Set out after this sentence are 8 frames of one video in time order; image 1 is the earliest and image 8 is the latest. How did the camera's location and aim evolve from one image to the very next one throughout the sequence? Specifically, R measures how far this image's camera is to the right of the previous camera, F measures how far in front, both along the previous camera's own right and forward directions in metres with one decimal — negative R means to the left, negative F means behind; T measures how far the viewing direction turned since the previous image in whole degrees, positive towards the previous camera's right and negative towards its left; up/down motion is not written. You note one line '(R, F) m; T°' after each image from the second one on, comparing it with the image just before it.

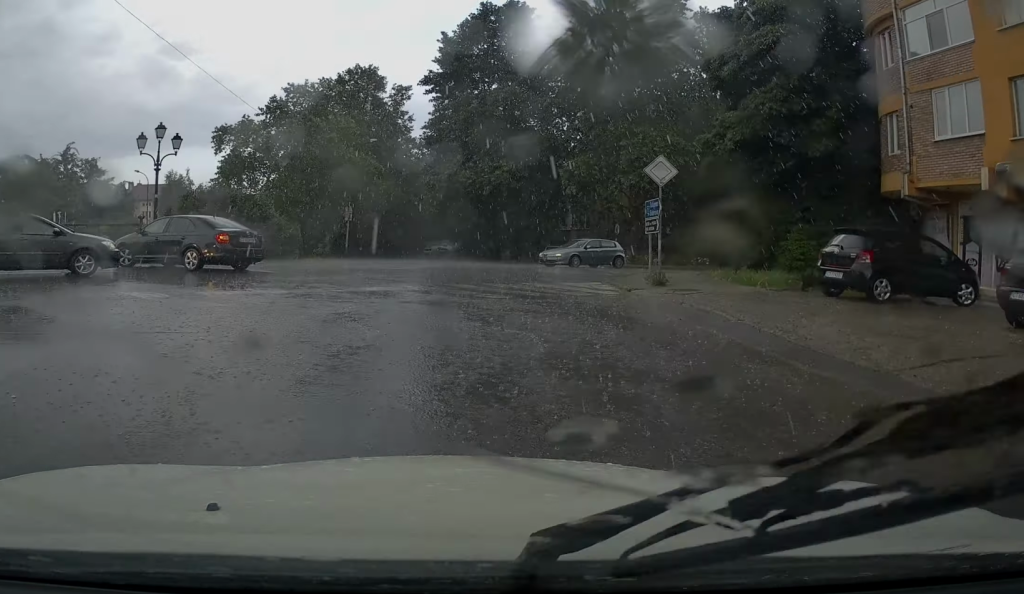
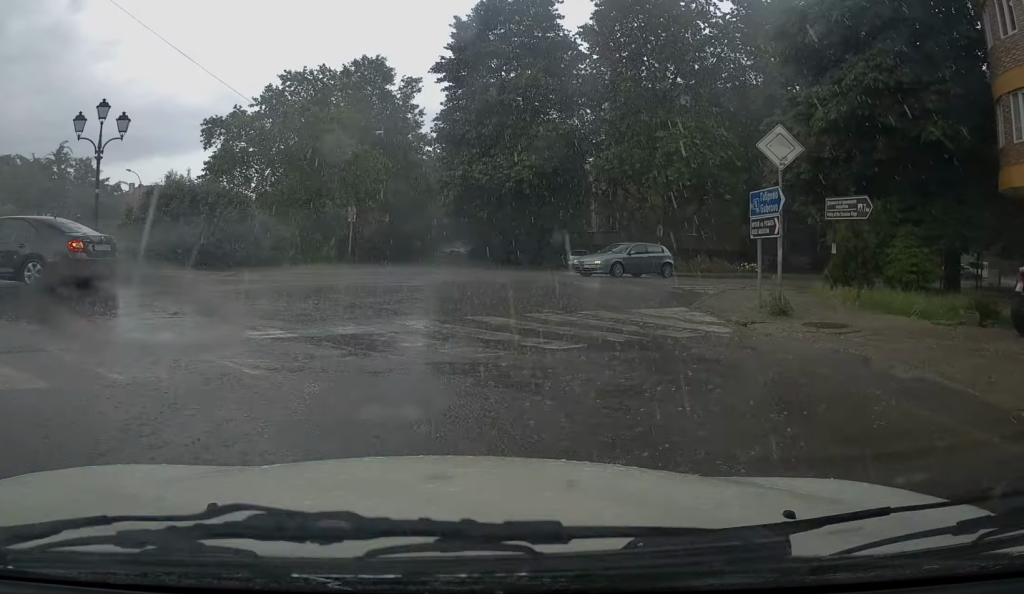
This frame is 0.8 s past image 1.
(-0.1, +5.8) m; -4°
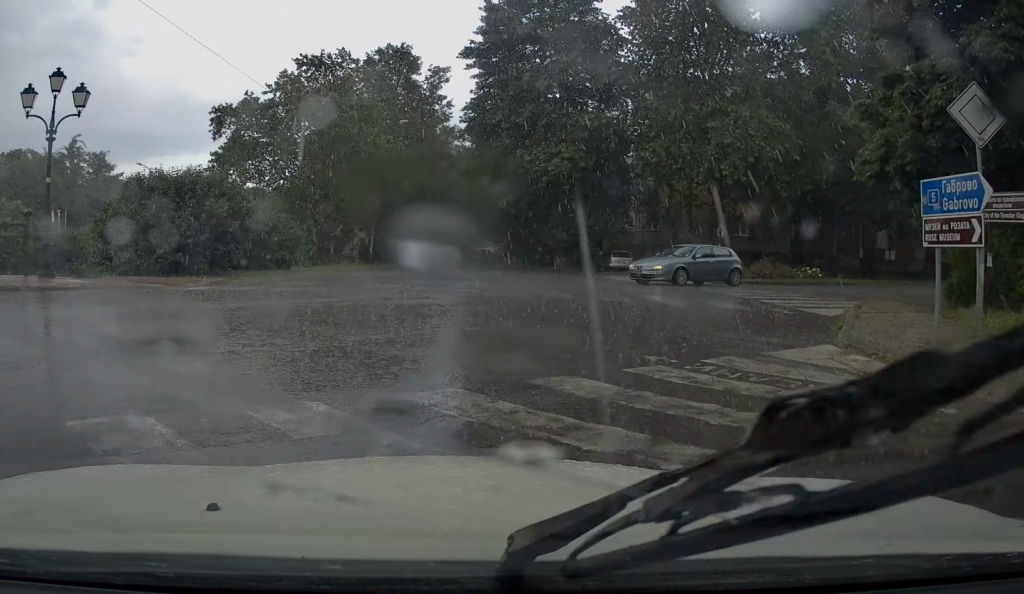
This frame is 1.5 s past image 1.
(-0.1, +4.6) m; -5°
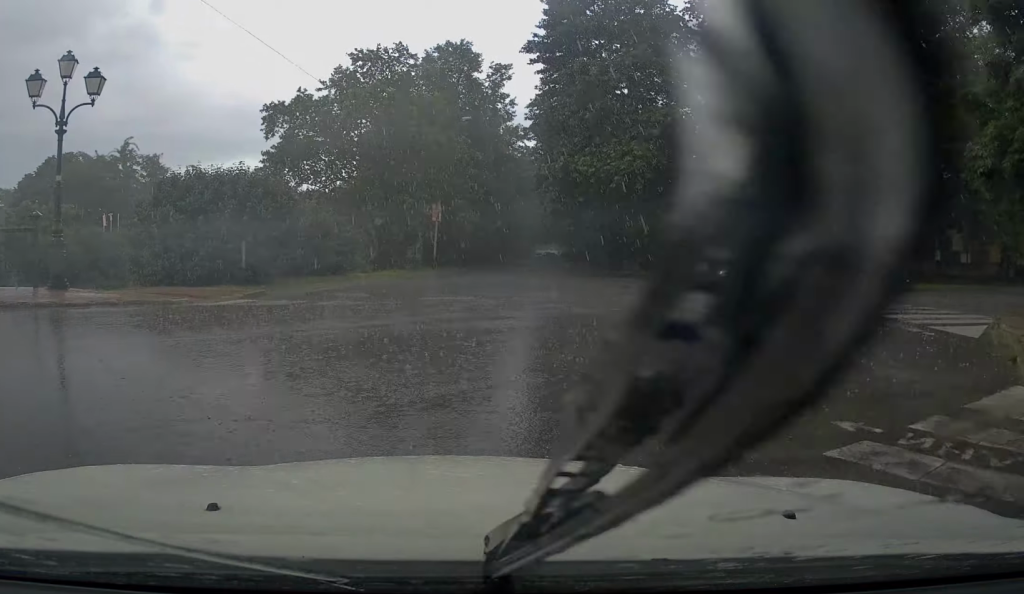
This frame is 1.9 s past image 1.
(-0.1, +2.5) m; -4°
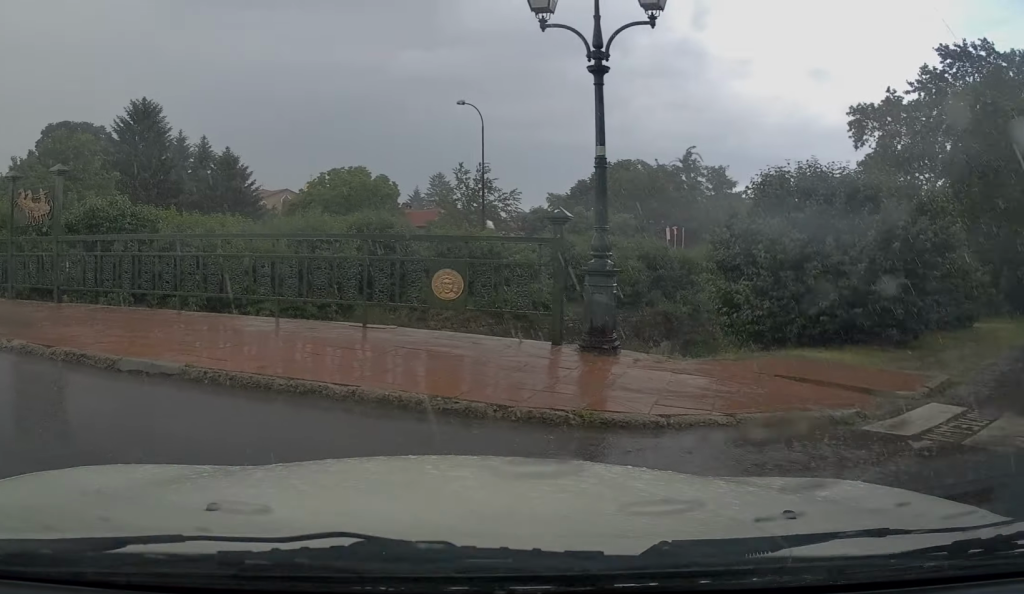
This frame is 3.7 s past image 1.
(-1.9, +6.9) m; -48°
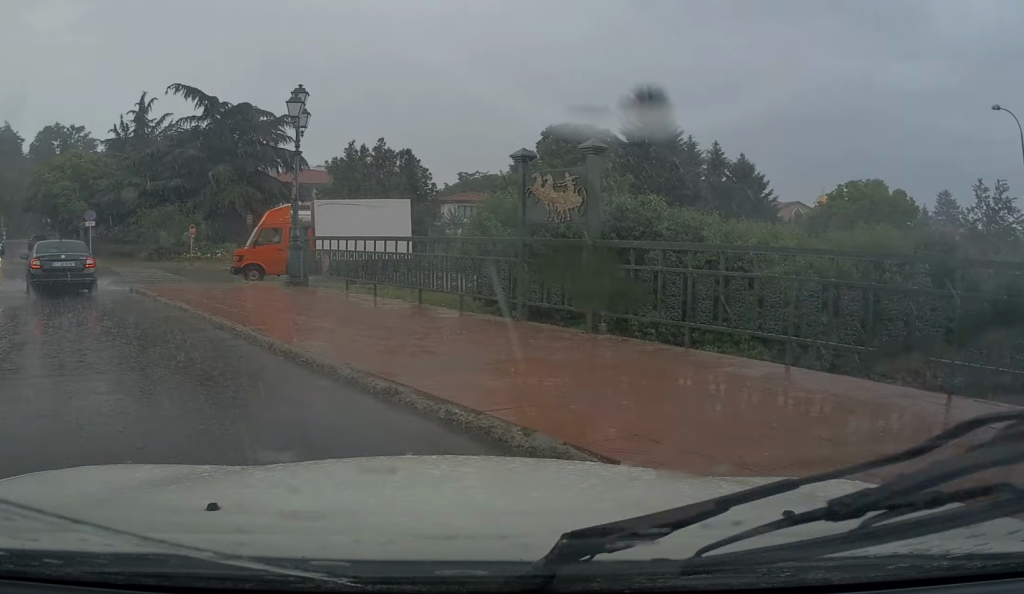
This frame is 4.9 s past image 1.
(-1.6, +3.5) m; -43°
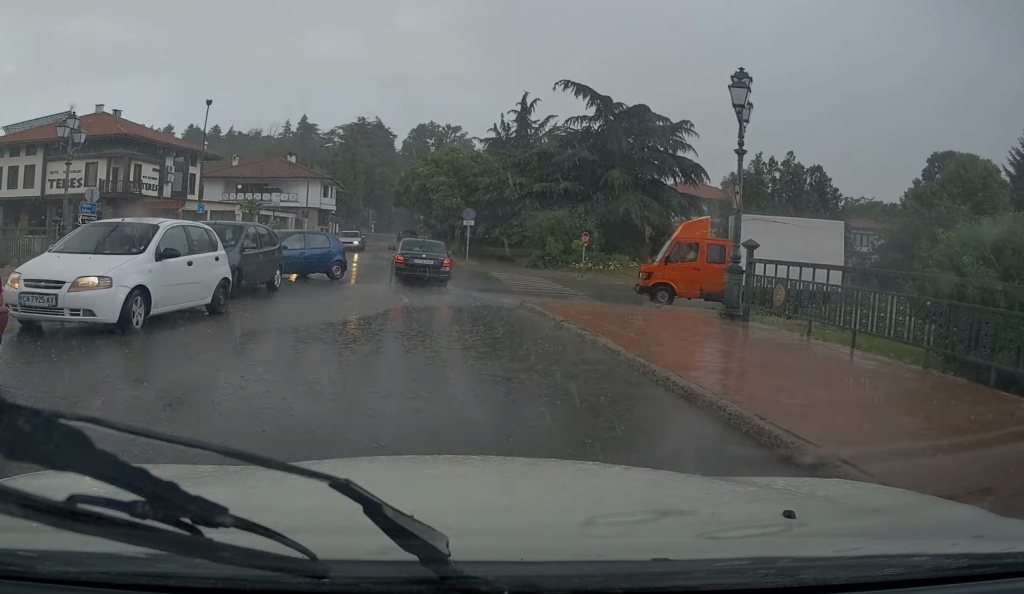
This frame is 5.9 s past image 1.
(-1.0, +3.8) m; -19°
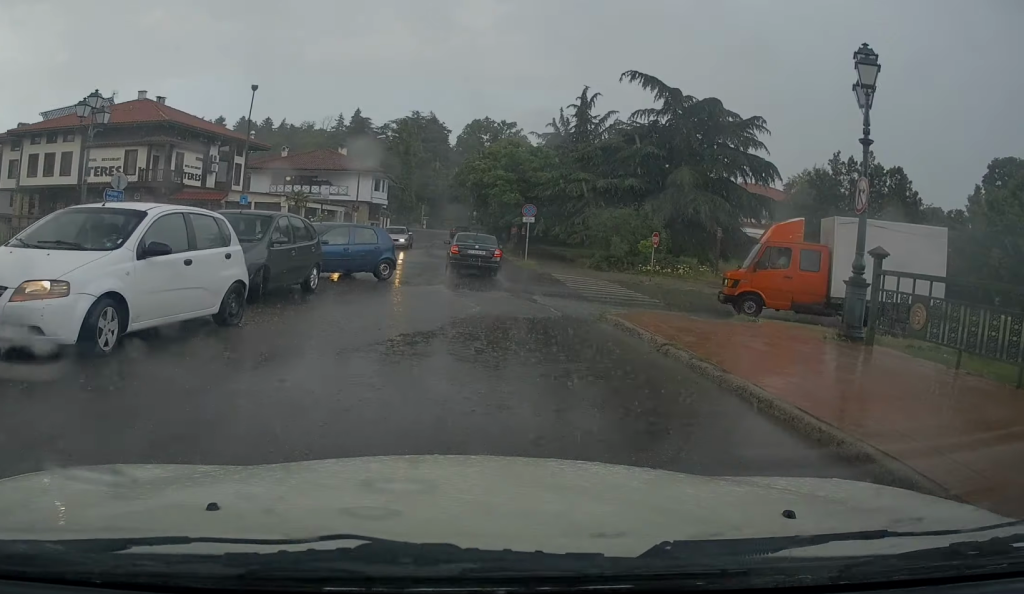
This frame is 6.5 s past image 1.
(-0.2, +2.6) m; -4°
